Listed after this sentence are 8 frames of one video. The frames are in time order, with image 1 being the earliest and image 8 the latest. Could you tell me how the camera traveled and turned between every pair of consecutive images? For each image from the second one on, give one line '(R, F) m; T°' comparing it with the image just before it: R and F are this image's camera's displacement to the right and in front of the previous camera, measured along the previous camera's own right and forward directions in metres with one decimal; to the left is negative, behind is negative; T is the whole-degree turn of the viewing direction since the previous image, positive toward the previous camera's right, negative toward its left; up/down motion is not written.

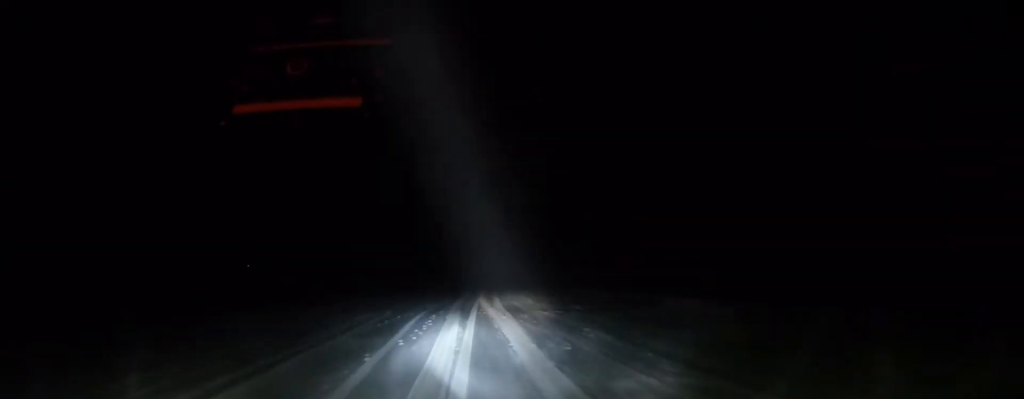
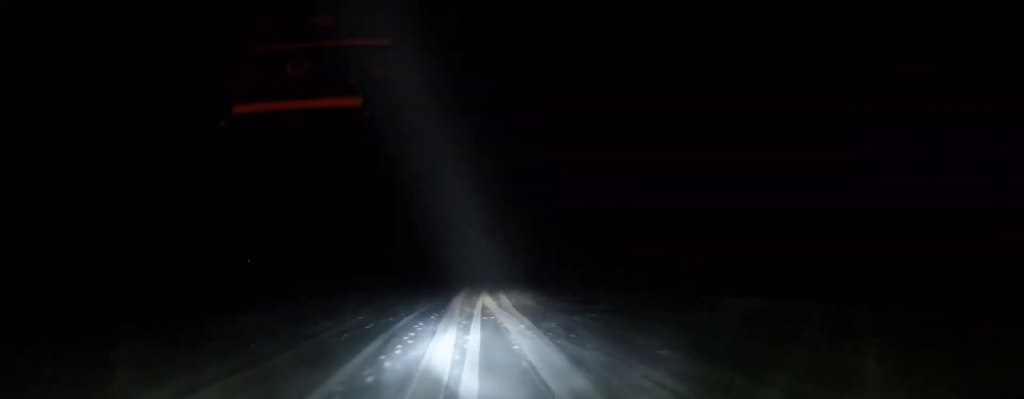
(0.0, +6.3) m; 0°
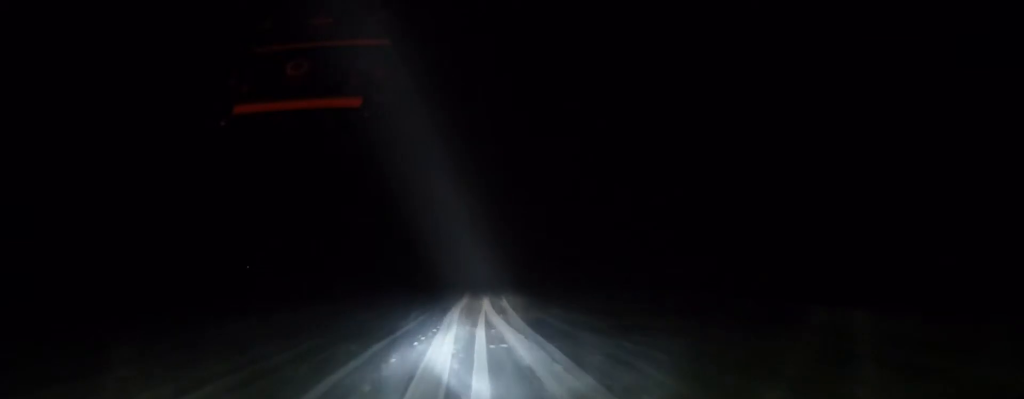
(0.0, +5.9) m; 0°
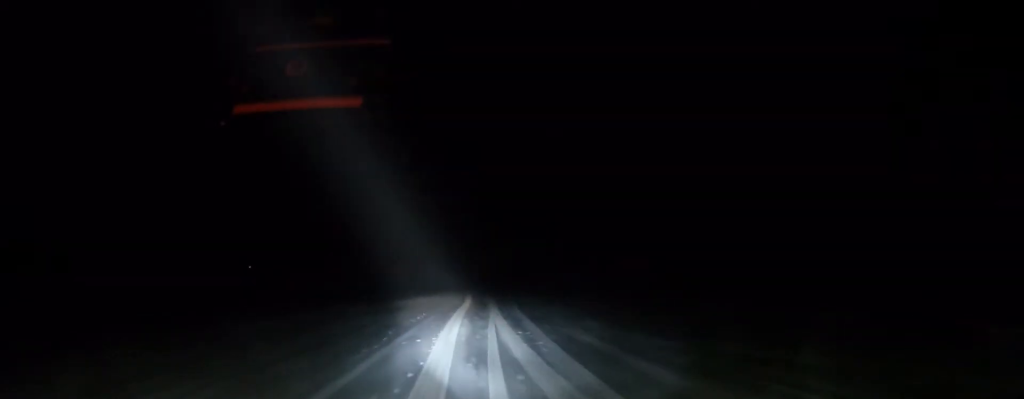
(0.0, +7.2) m; 0°
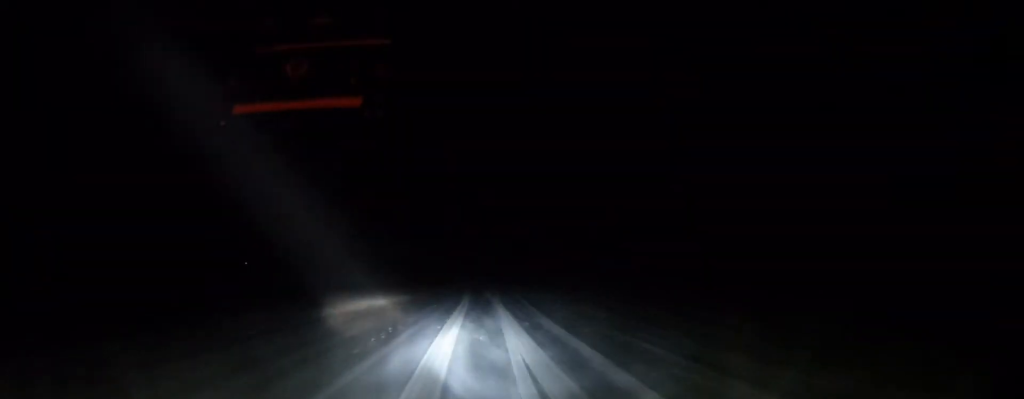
(0.0, +11.0) m; 0°
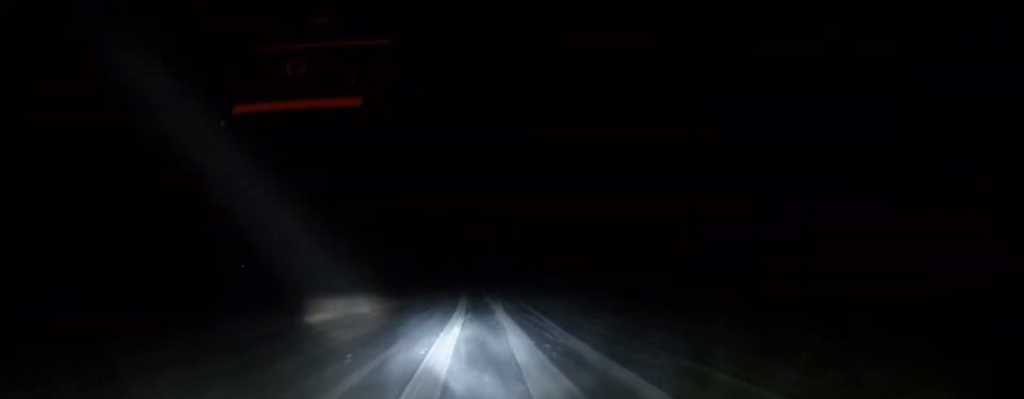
(0.0, +5.1) m; 0°
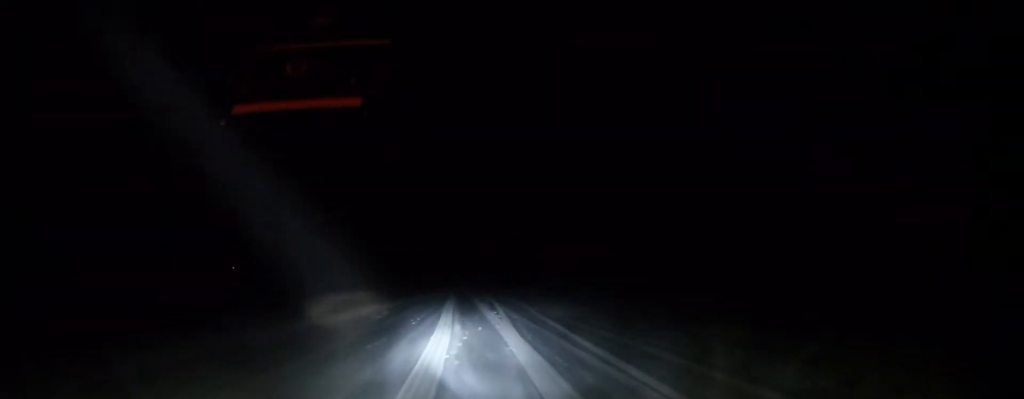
(0.0, +9.7) m; 0°
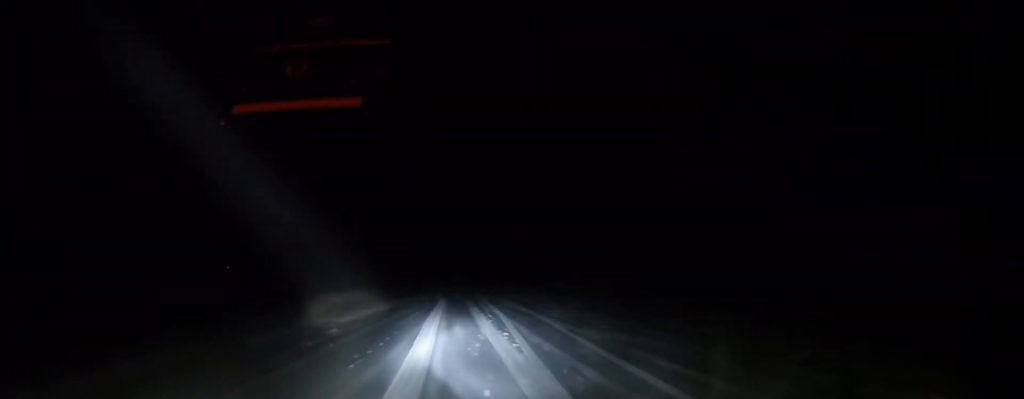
(0.0, +9.3) m; 0°
